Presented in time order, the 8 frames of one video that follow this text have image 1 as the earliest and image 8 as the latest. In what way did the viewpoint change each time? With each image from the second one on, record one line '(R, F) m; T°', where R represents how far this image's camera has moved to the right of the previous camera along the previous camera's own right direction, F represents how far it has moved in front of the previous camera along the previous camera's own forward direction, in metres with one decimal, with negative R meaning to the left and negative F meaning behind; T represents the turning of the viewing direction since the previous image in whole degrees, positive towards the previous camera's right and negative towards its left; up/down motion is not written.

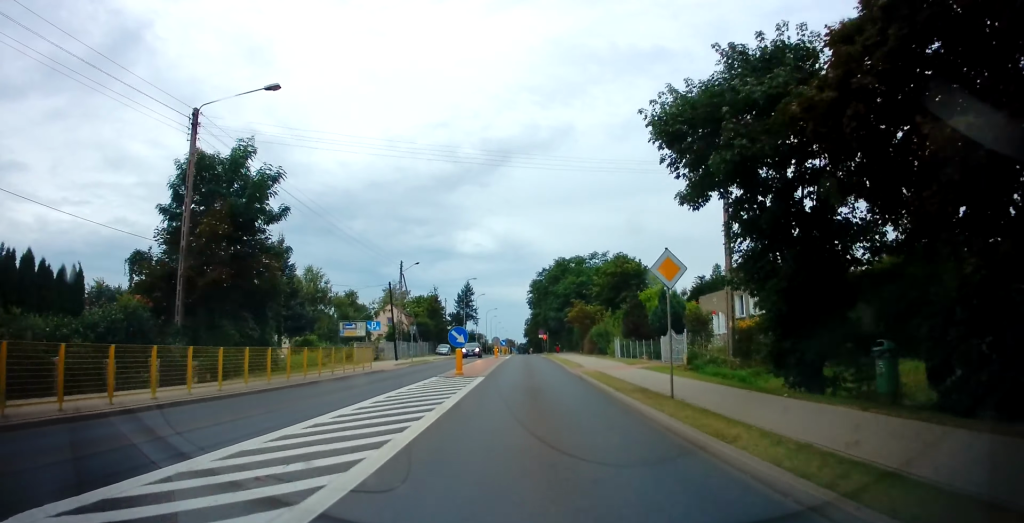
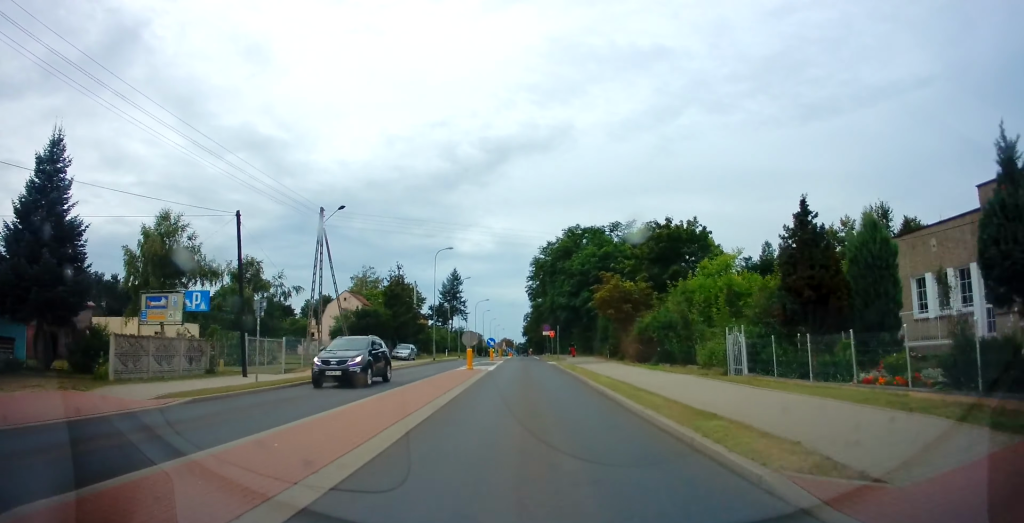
(+0.7, +24.1) m; +2°
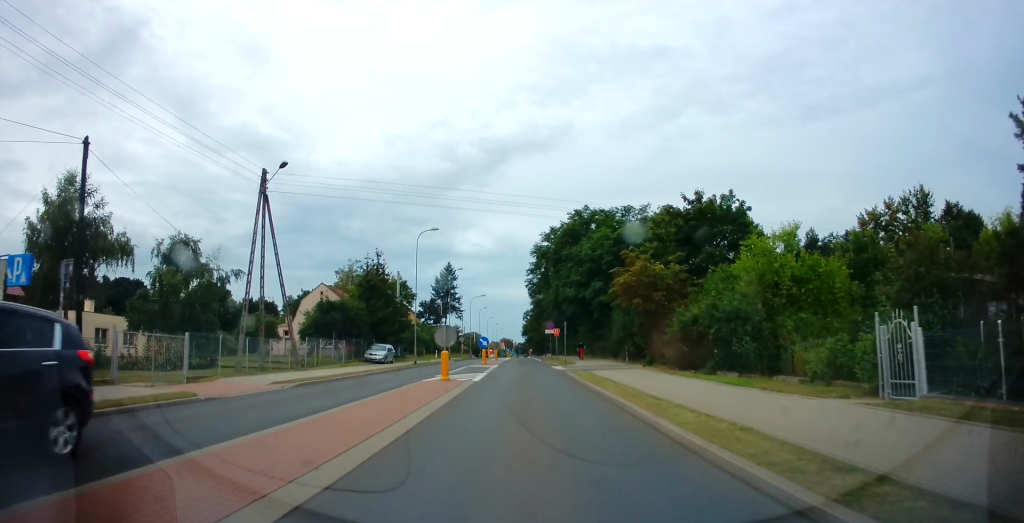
(0.0, +8.6) m; -1°
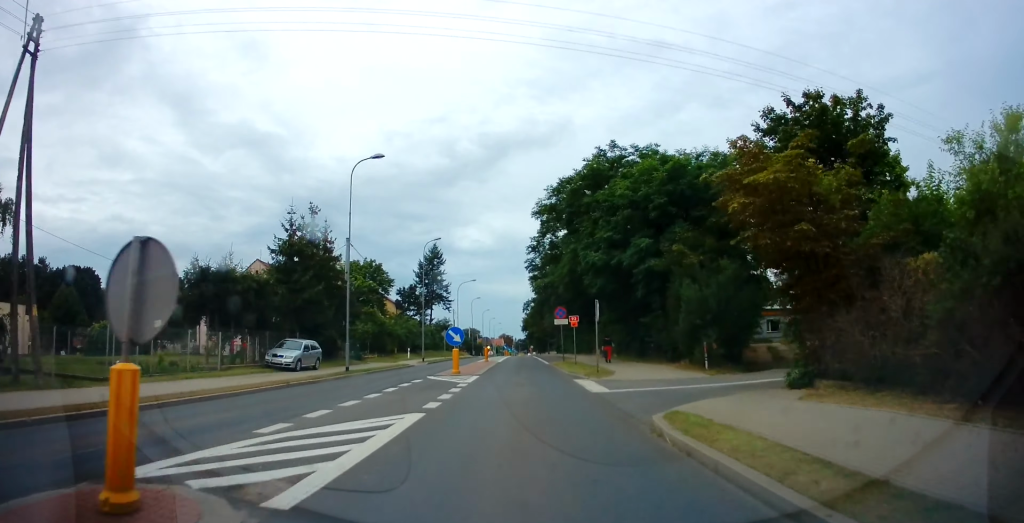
(-0.5, +16.7) m; -1°
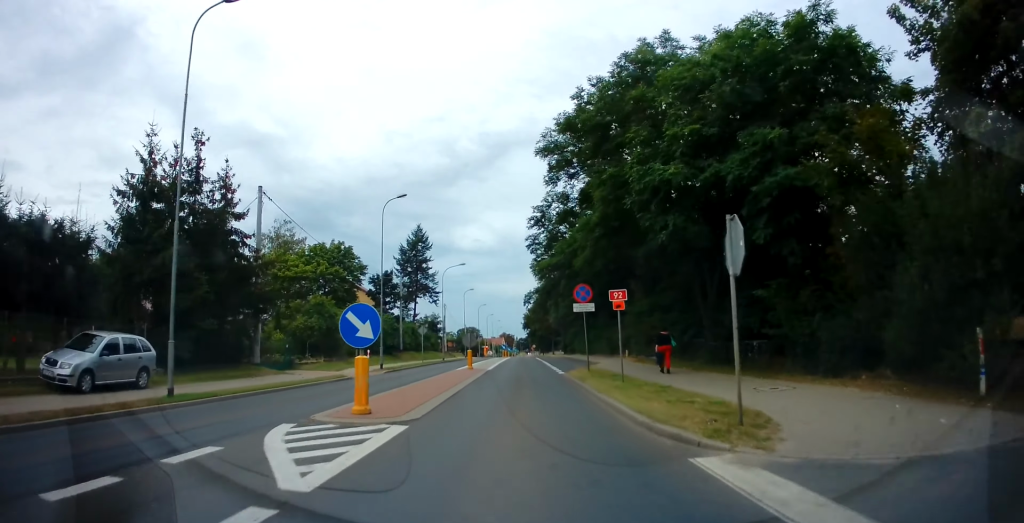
(+0.4, +14.3) m; +2°
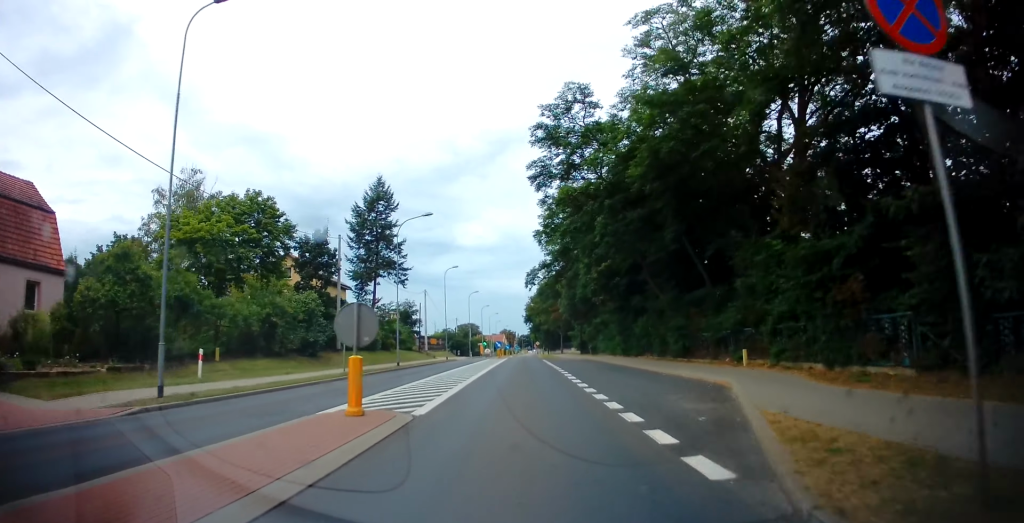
(-0.4, +21.3) m; -2°
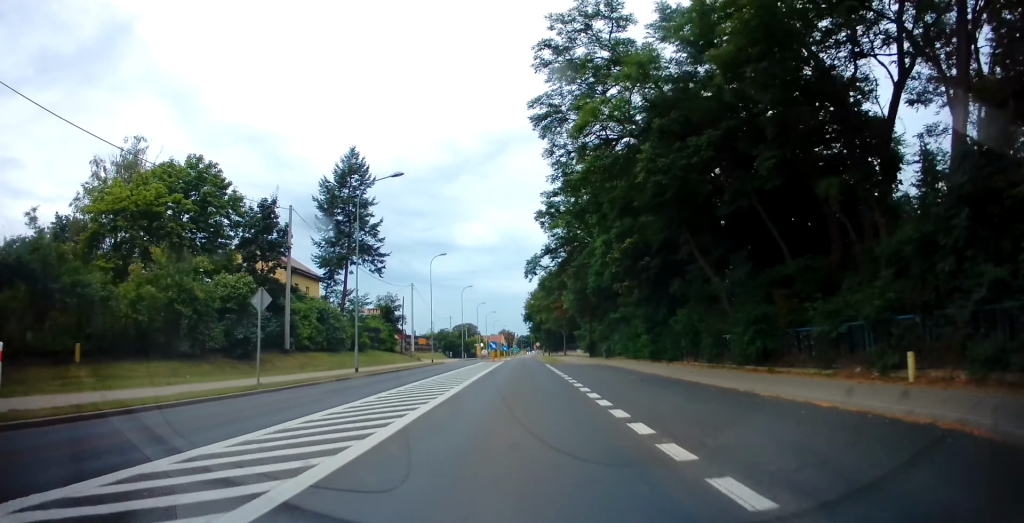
(-0.2, +8.9) m; 0°
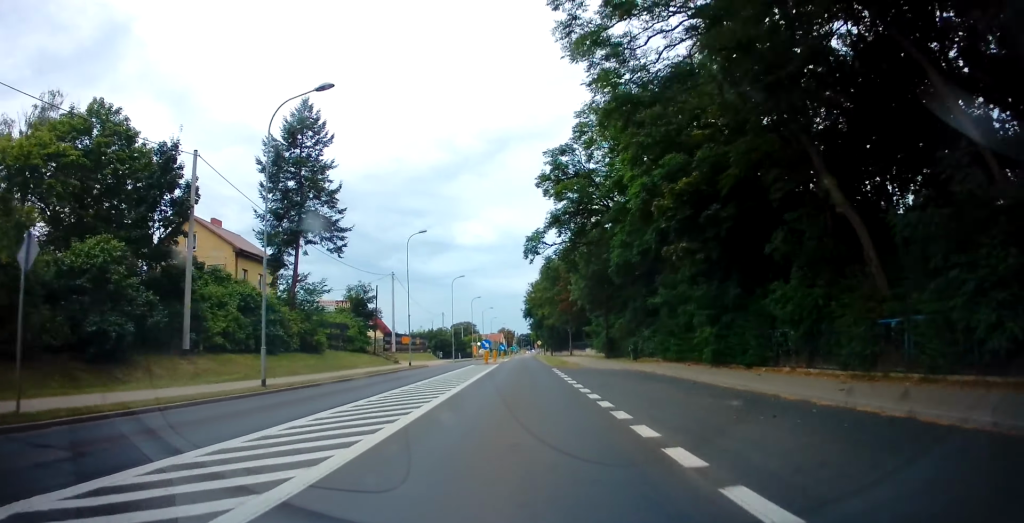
(+0.3, +10.2) m; +2°
